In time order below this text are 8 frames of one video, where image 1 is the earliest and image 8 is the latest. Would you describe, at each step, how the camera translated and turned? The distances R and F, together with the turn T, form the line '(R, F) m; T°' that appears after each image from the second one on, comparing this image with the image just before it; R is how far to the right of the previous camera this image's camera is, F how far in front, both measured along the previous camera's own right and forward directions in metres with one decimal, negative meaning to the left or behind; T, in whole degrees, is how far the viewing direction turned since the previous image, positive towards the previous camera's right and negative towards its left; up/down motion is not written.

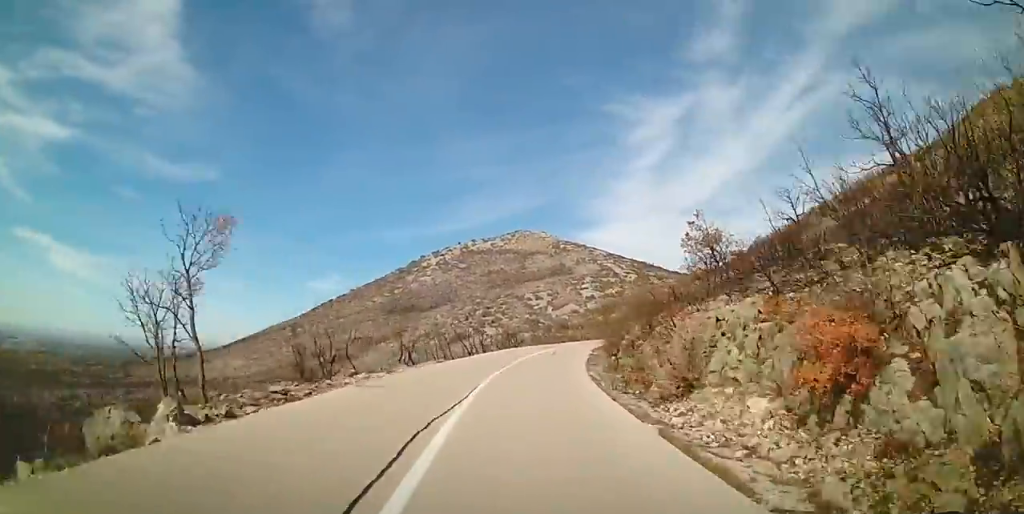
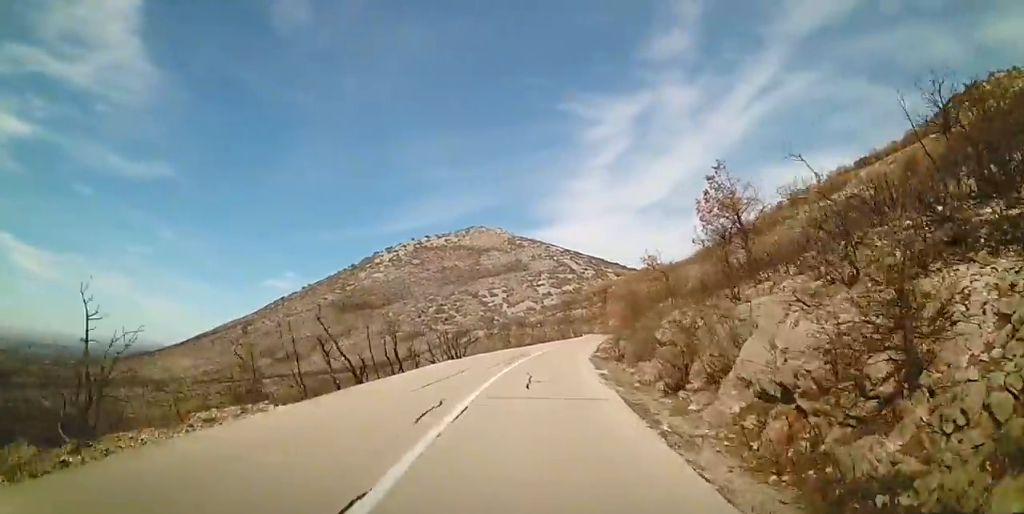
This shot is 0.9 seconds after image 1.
(+1.1, +15.0) m; +4°
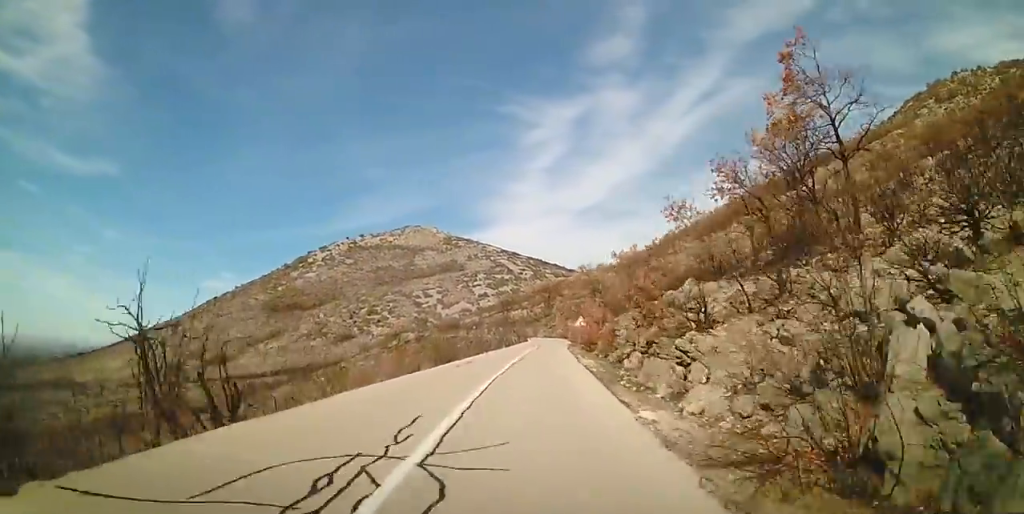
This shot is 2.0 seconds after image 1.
(0.0, +18.2) m; 0°
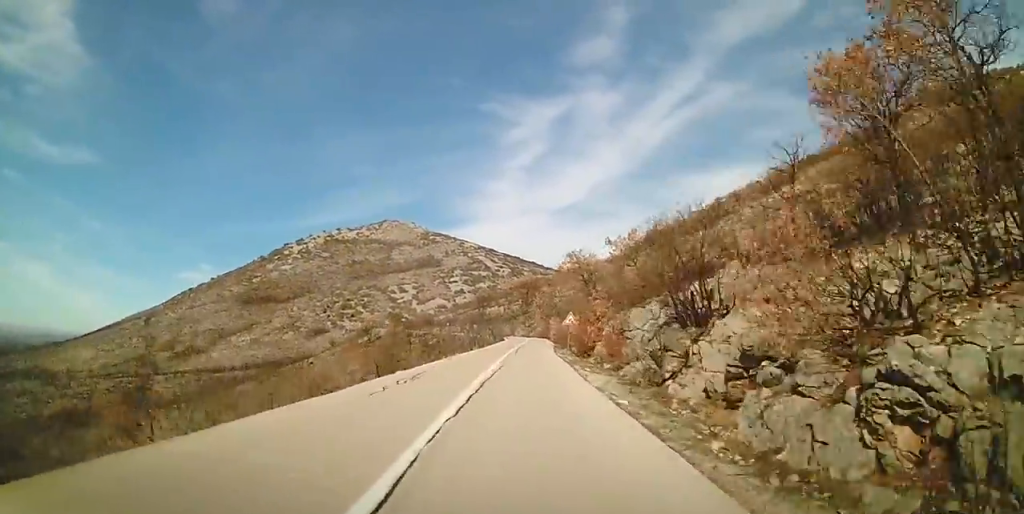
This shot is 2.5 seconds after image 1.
(0.0, +7.9) m; 0°
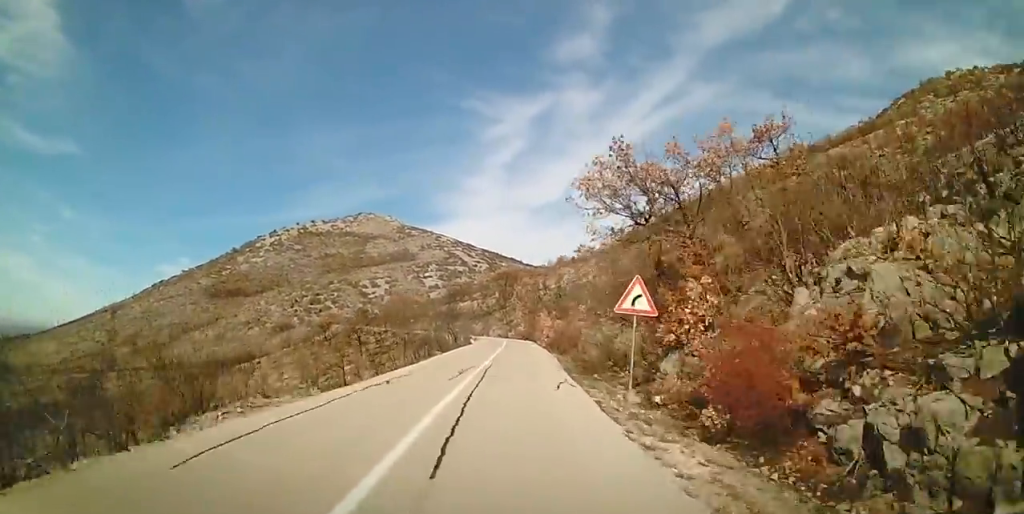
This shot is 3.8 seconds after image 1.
(+0.1, +22.0) m; +4°
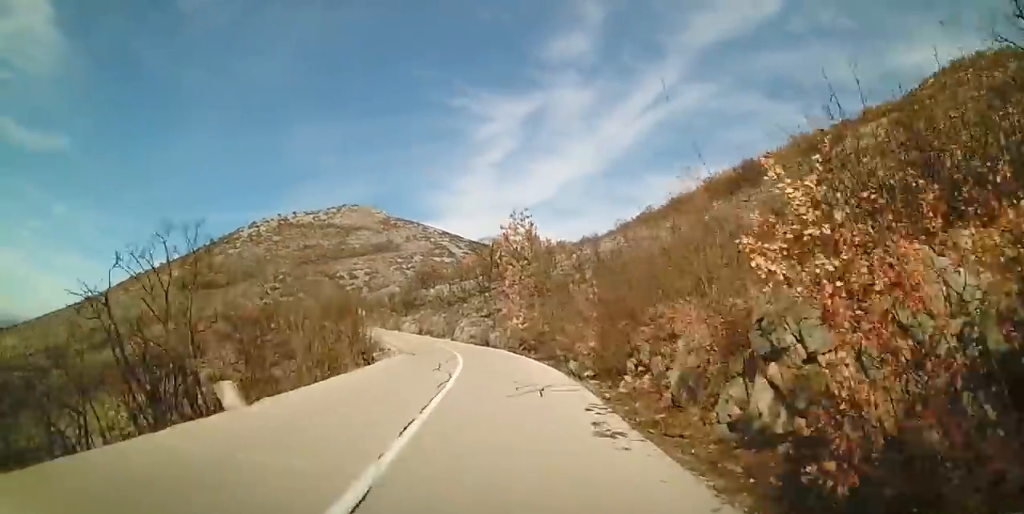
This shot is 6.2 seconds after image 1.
(+0.9, +39.6) m; -1°
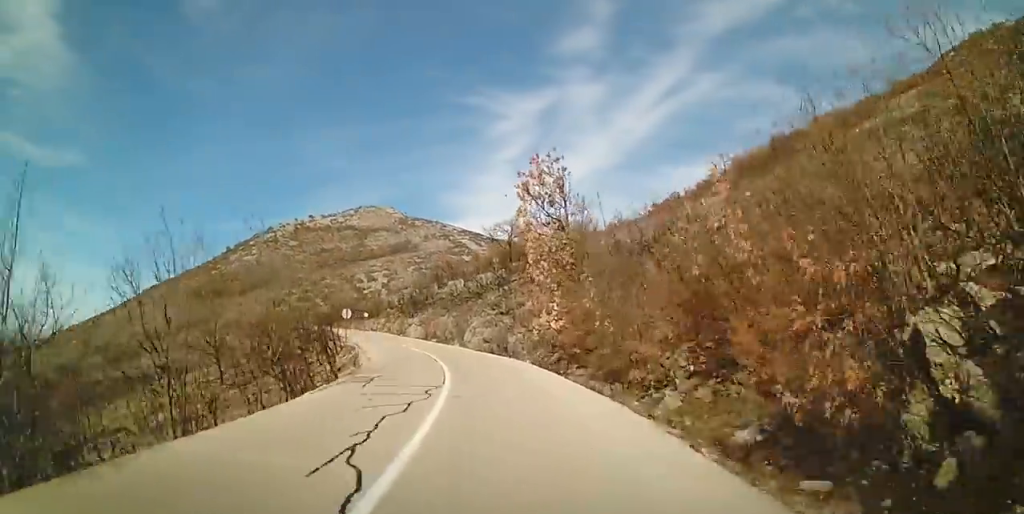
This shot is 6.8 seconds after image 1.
(-0.1, +9.9) m; -1°
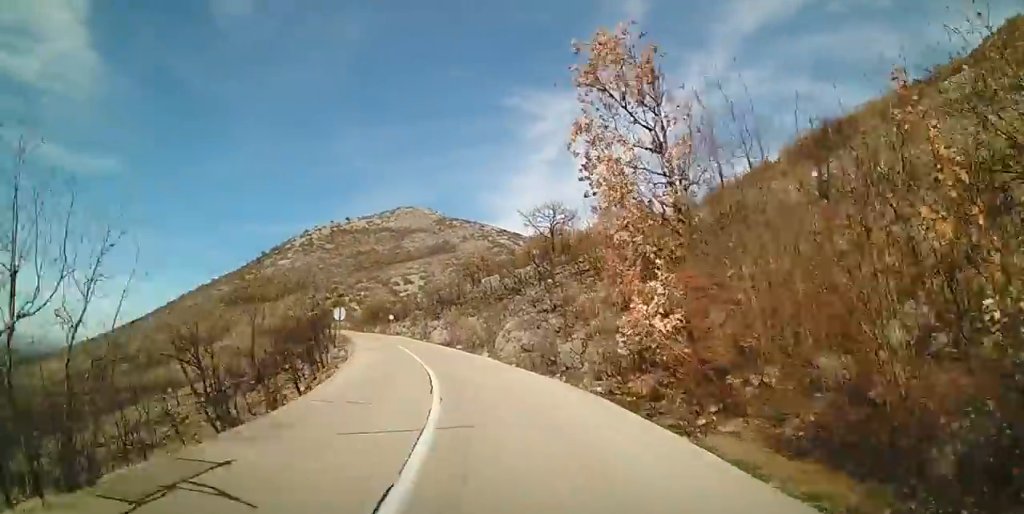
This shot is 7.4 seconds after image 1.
(0.0, +8.9) m; 0°
